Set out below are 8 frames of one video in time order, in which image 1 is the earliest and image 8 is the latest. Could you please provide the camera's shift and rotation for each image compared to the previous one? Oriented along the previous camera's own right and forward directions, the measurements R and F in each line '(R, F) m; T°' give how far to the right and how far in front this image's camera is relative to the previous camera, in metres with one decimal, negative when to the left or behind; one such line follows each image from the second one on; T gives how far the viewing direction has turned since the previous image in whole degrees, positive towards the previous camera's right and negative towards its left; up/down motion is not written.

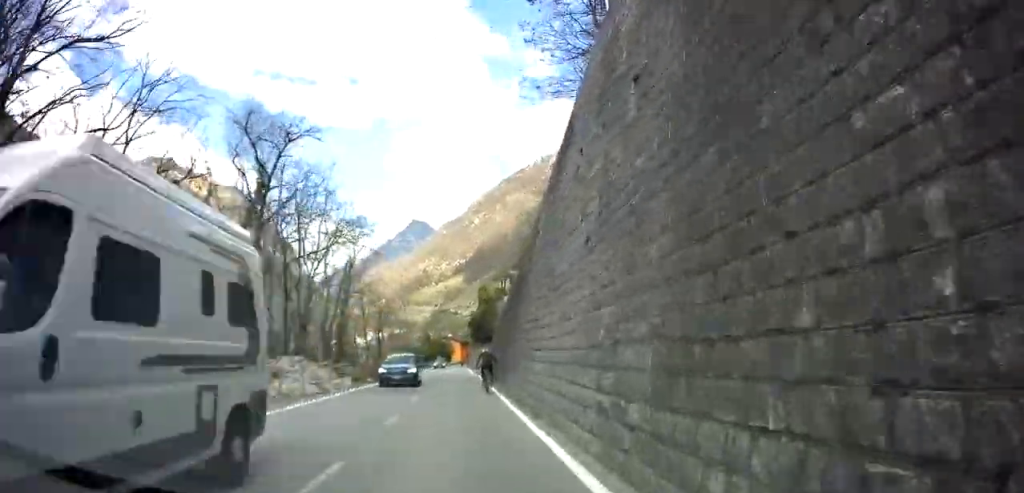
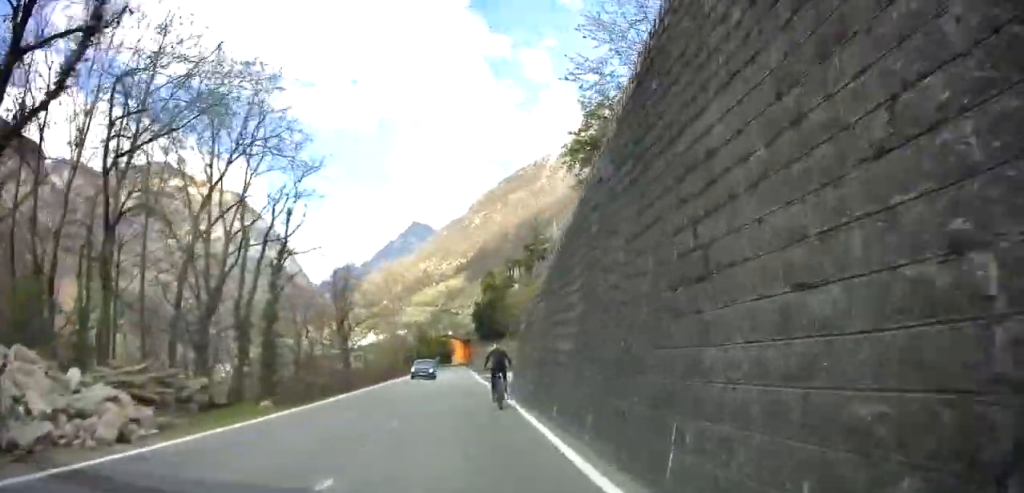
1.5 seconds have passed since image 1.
(-1.7, +19.4) m; -7°
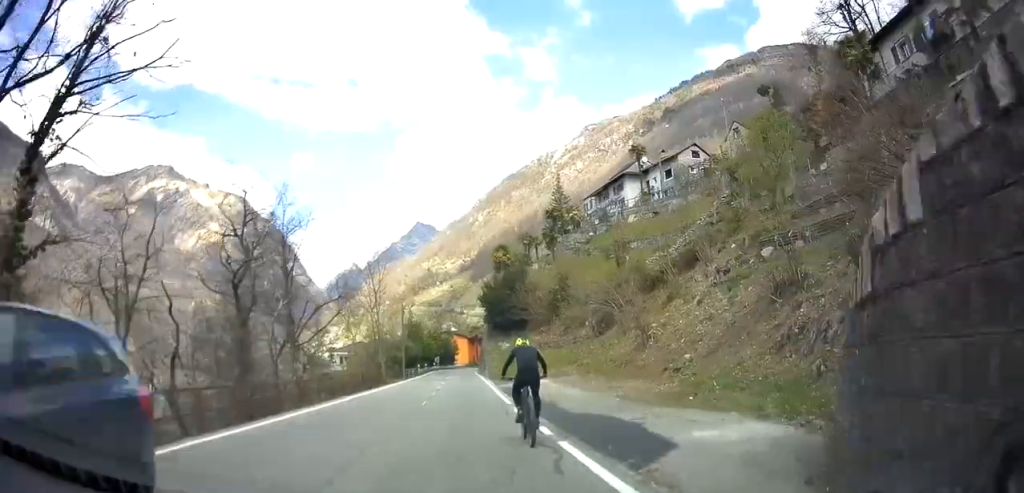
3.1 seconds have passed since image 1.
(+0.5, +20.3) m; +2°
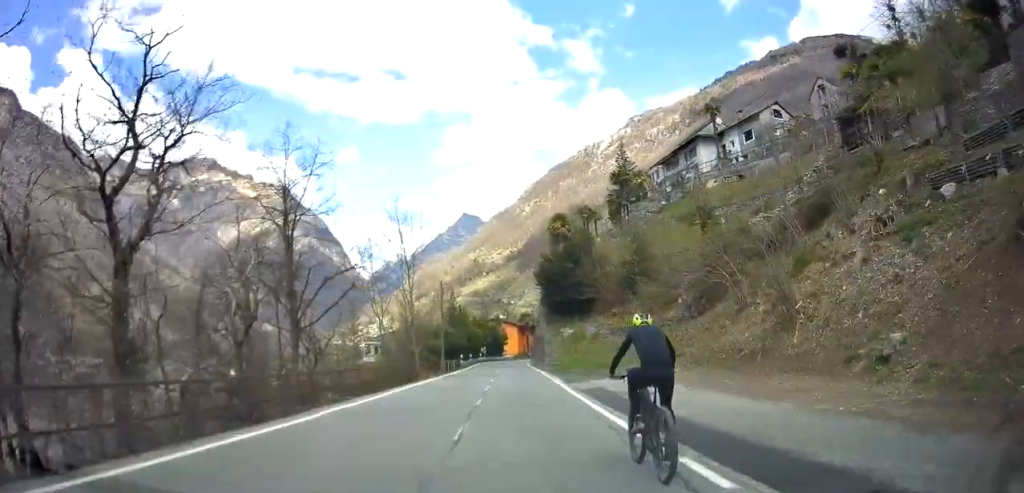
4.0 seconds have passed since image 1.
(0.0, +11.7) m; +1°
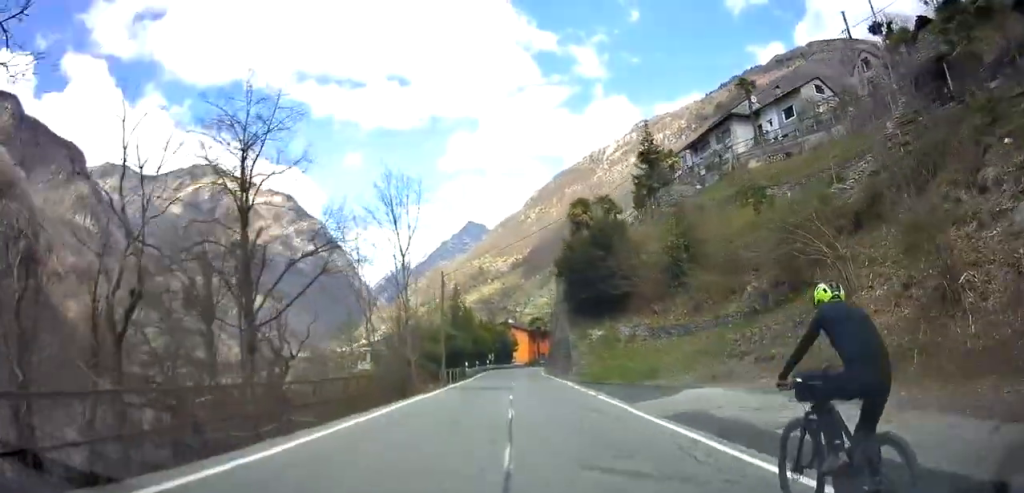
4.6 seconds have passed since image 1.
(-0.2, +9.1) m; +2°
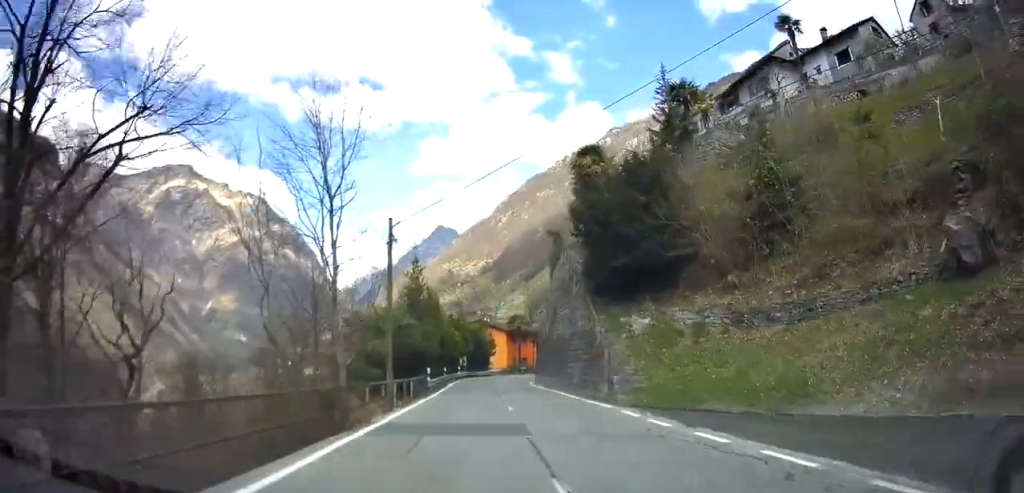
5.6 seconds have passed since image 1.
(+0.7, +15.0) m; +3°
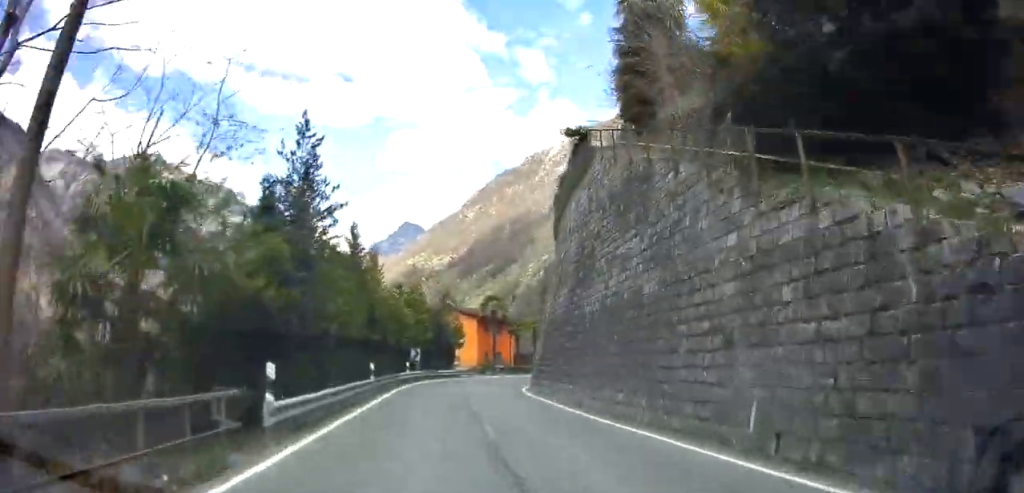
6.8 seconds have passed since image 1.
(+0.2, +19.8) m; +3°
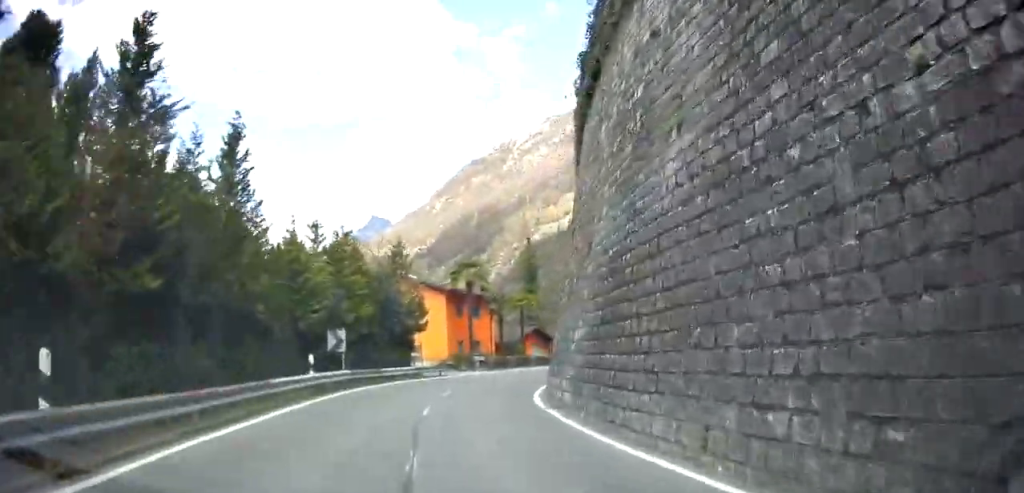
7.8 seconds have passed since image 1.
(+0.6, +15.3) m; +6°
